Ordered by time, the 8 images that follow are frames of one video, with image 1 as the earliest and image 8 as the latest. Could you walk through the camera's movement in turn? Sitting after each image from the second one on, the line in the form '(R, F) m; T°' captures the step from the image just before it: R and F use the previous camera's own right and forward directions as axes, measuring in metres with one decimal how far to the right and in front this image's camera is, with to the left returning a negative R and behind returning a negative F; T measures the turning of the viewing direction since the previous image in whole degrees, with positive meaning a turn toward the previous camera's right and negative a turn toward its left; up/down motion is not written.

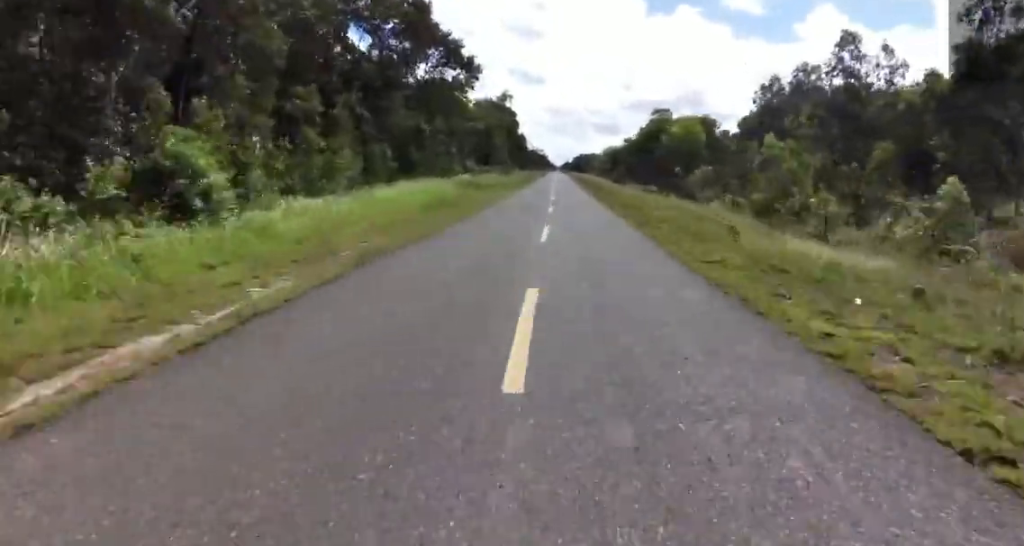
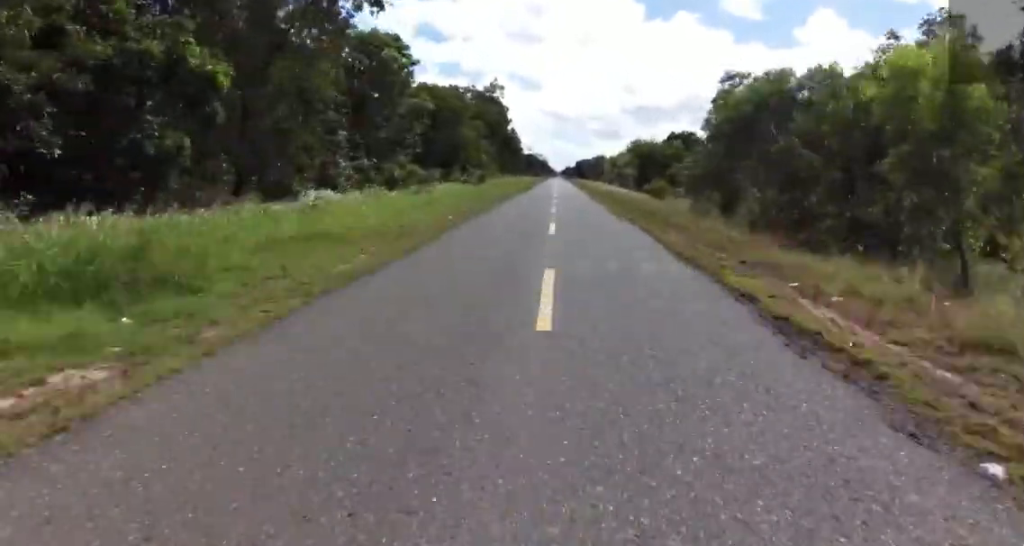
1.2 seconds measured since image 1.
(-0.4, +32.5) m; 0°
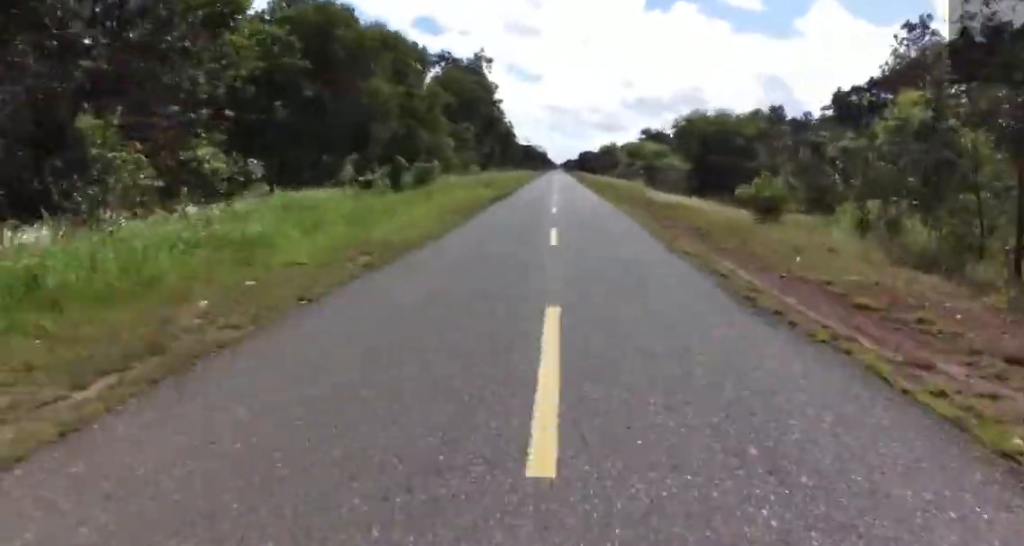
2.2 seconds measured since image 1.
(+0.1, +27.0) m; +2°
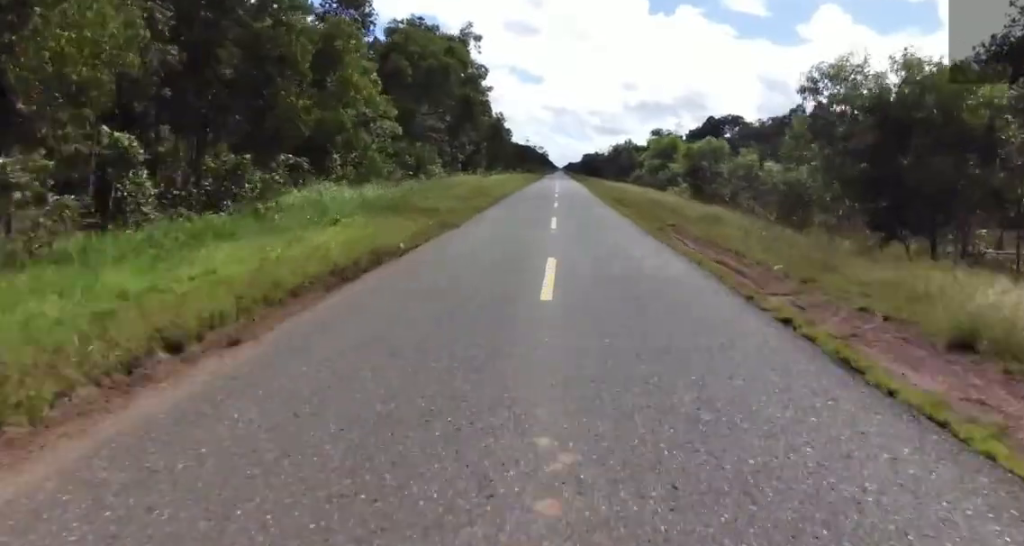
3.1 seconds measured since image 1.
(+0.5, +22.8) m; 0°
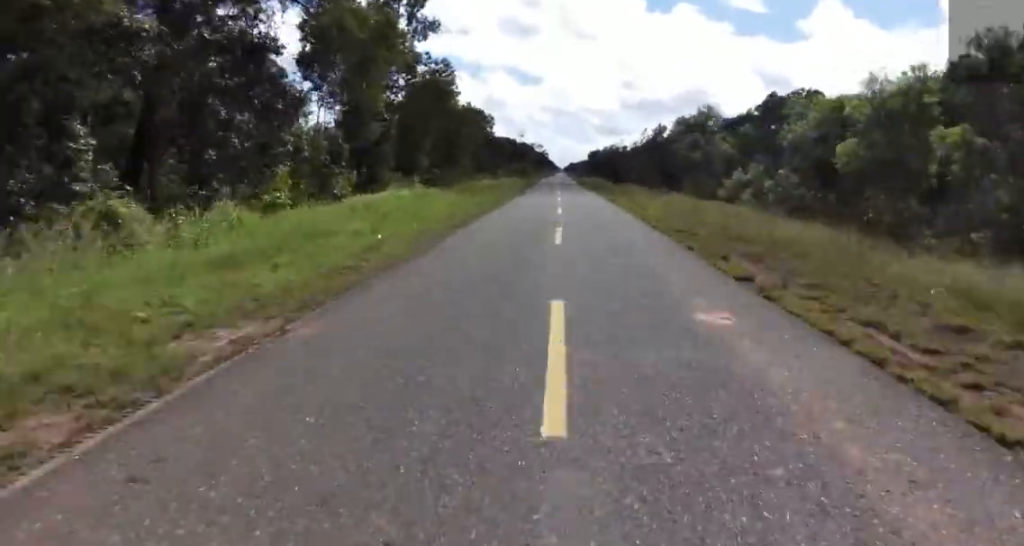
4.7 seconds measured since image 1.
(-1.6, +46.9) m; -4°
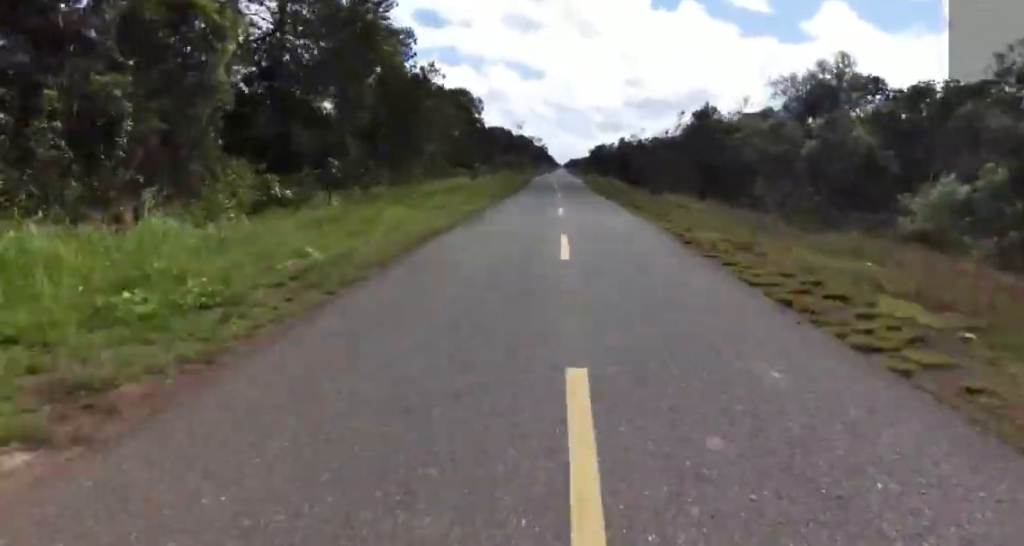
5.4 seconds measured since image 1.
(+0.1, +19.6) m; +1°
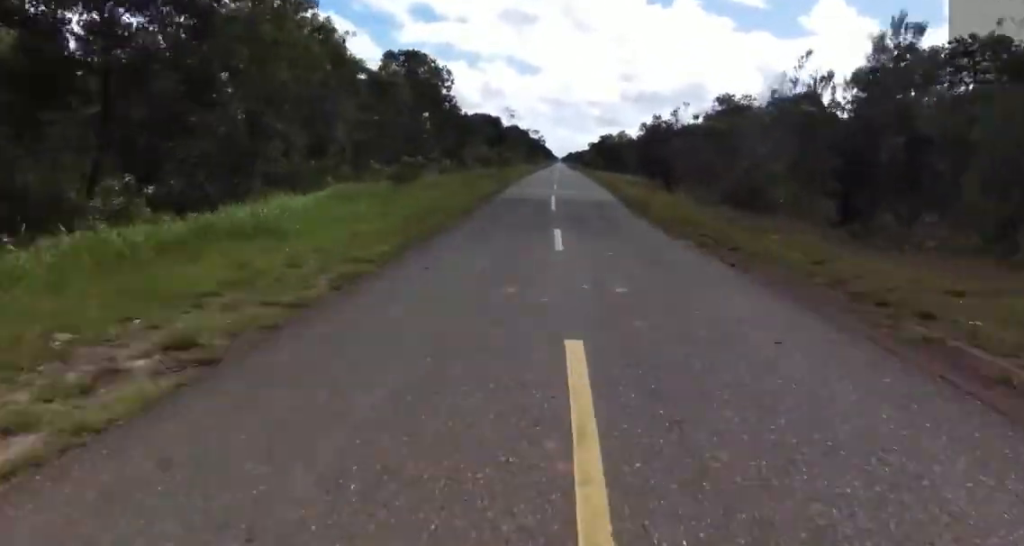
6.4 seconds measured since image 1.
(+0.2, +26.2) m; 0°
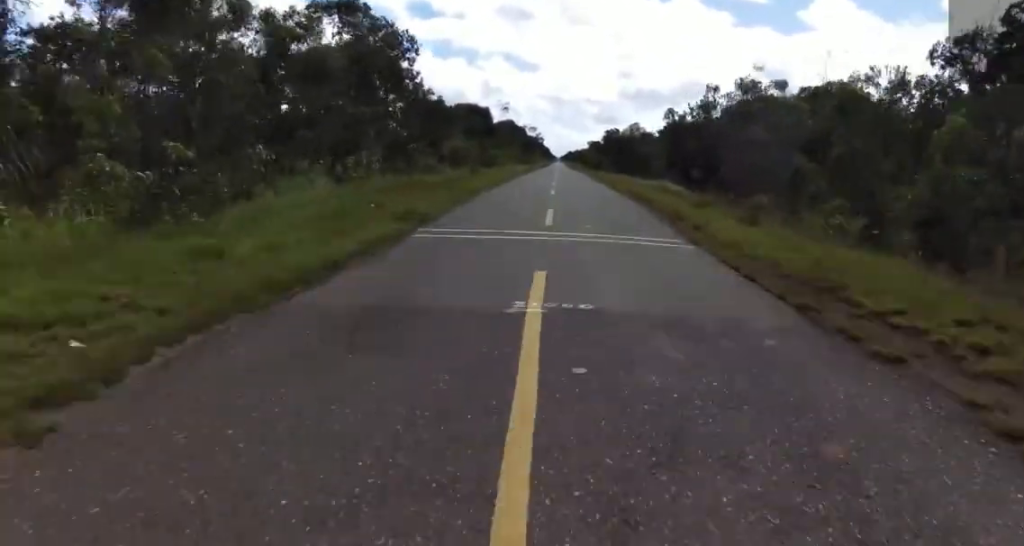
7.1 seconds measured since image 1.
(0.0, +17.6) m; 0°
